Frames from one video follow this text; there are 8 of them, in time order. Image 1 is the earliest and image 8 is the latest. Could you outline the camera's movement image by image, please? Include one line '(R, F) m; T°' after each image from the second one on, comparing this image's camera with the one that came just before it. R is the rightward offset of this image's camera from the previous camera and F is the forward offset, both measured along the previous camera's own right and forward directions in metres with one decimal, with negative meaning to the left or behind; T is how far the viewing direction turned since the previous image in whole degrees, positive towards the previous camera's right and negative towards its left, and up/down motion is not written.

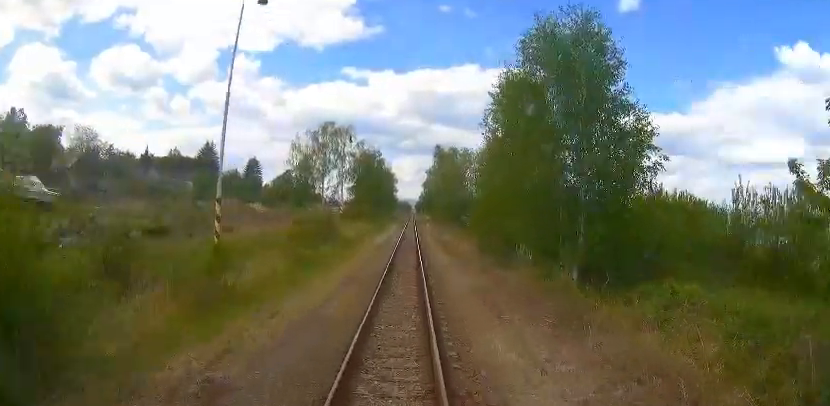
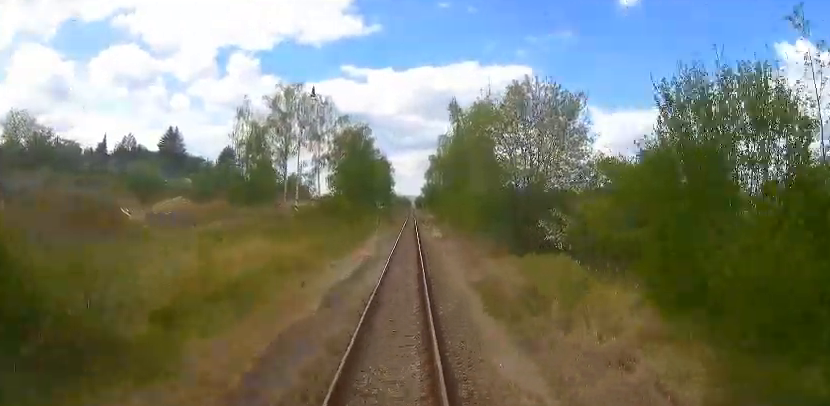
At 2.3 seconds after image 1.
(+0.9, +22.5) m; +2°
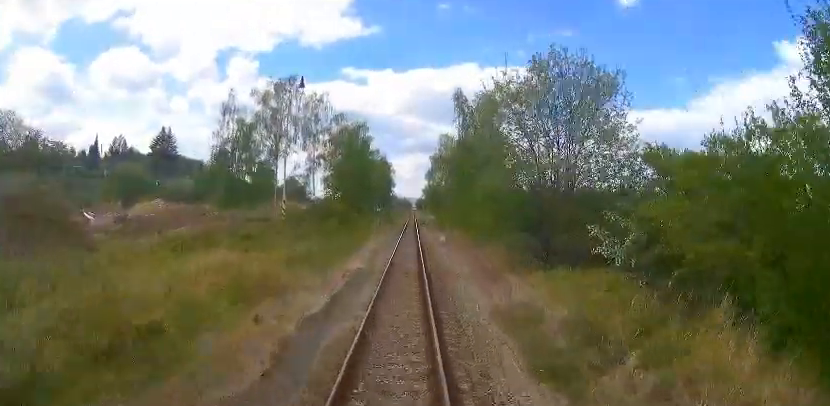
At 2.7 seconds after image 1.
(+0.1, +4.0) m; 0°
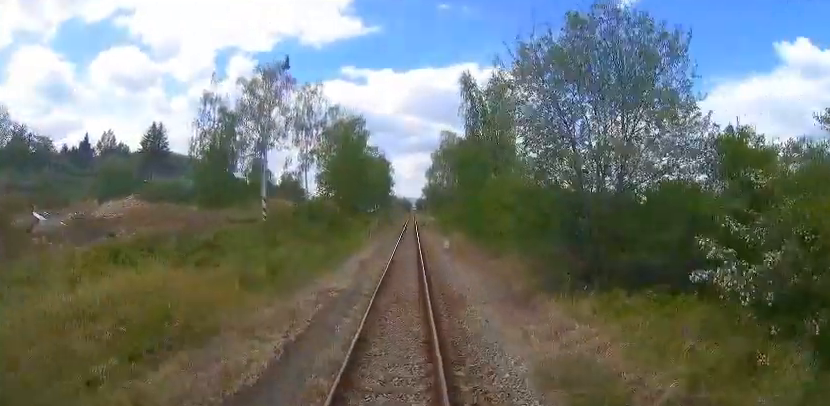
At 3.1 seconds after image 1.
(+0.1, +4.4) m; 0°
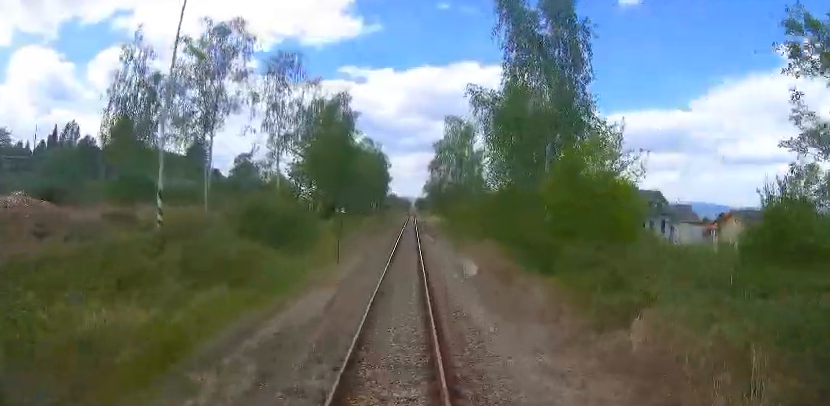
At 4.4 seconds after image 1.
(-0.1, +12.6) m; 0°
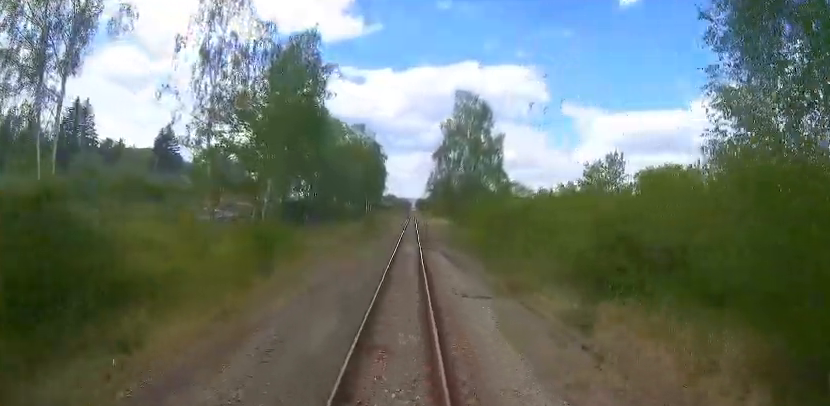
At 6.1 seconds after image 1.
(+0.2, +16.8) m; -1°
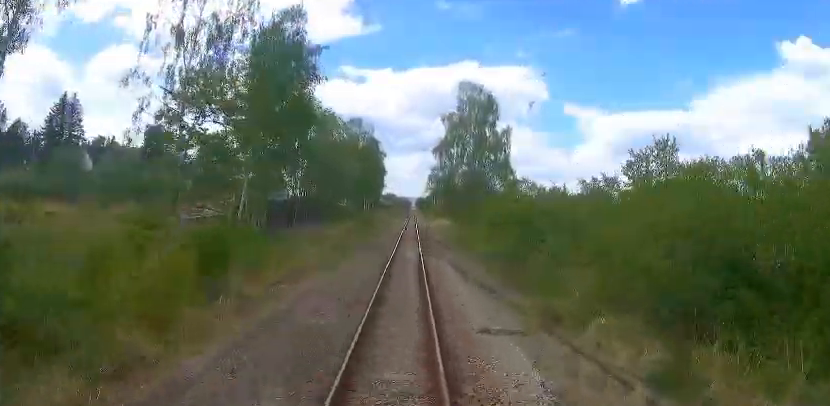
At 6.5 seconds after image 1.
(-0.2, +4.1) m; 0°
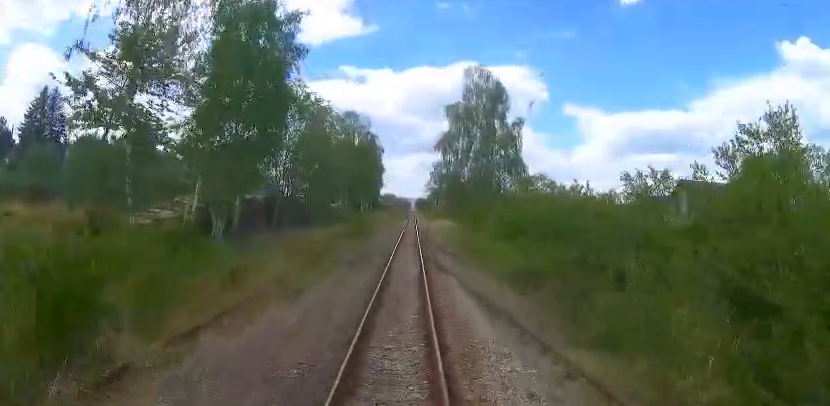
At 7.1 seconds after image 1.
(-0.2, +5.6) m; 0°
